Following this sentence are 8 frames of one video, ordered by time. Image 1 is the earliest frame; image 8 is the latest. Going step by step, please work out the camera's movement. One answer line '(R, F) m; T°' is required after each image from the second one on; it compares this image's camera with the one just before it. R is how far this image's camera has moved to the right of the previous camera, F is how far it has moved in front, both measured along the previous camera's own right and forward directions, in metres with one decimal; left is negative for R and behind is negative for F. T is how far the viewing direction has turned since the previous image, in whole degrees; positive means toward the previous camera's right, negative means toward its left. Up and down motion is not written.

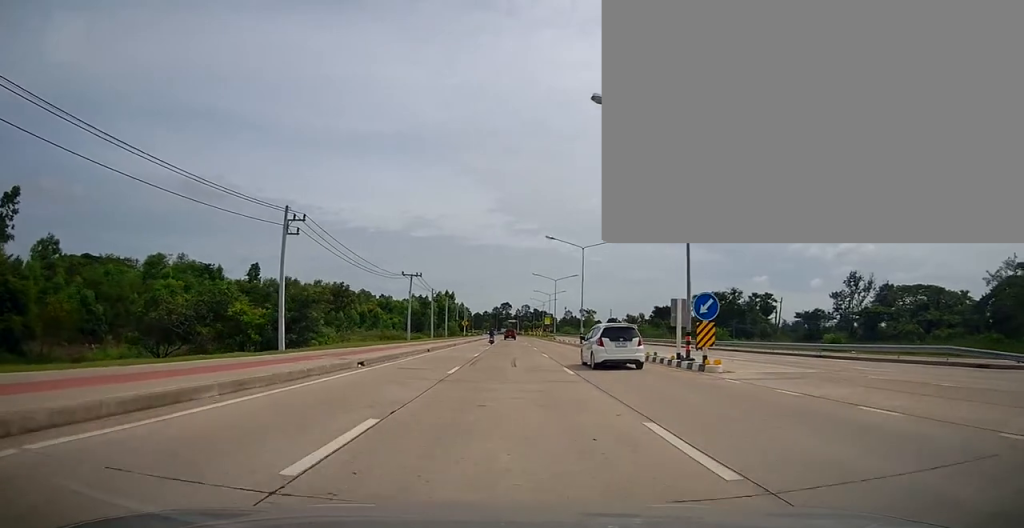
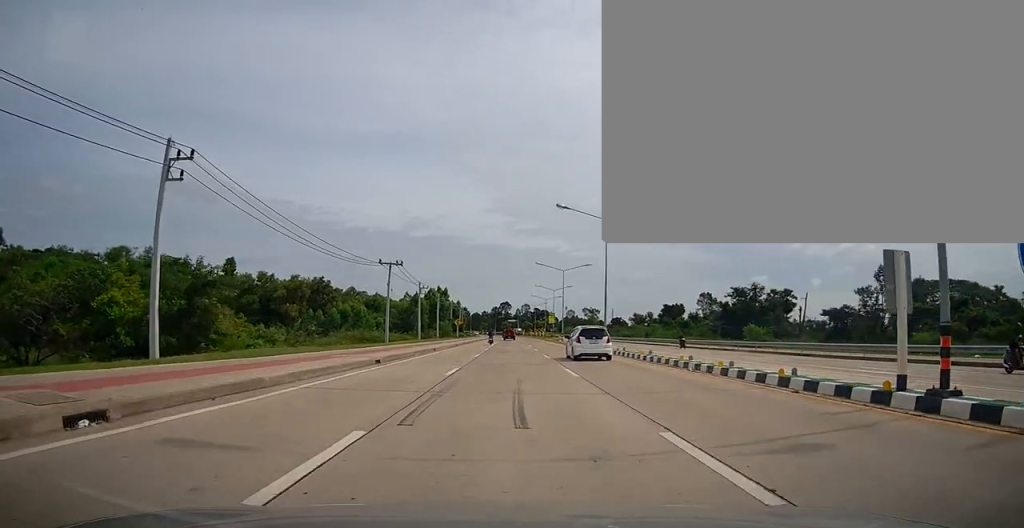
(-0.3, +12.9) m; -1°
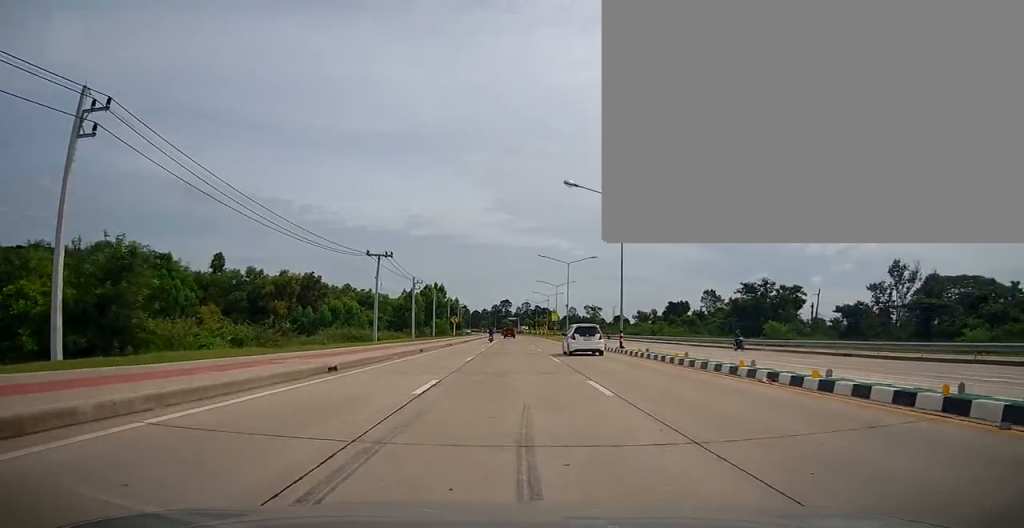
(0.0, +5.4) m; +1°
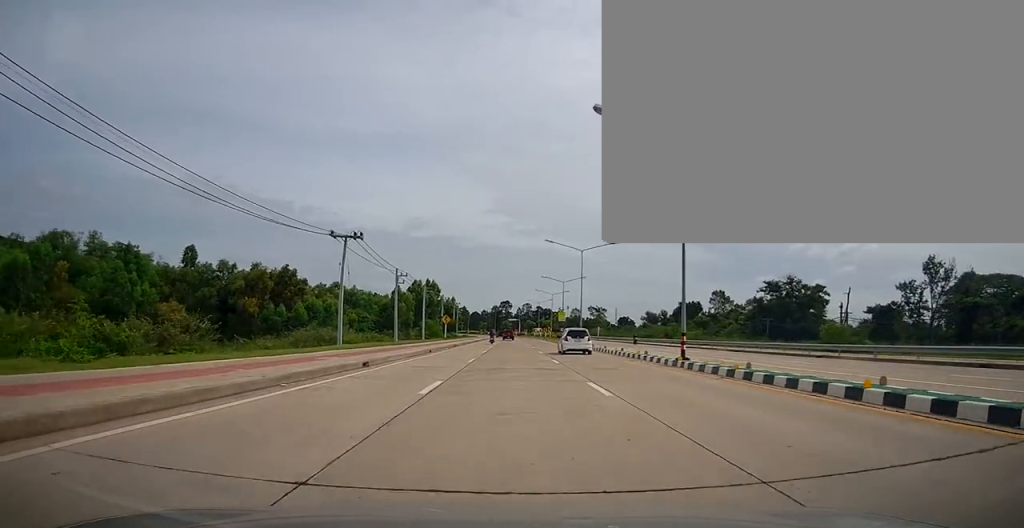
(0.0, +11.6) m; +4°
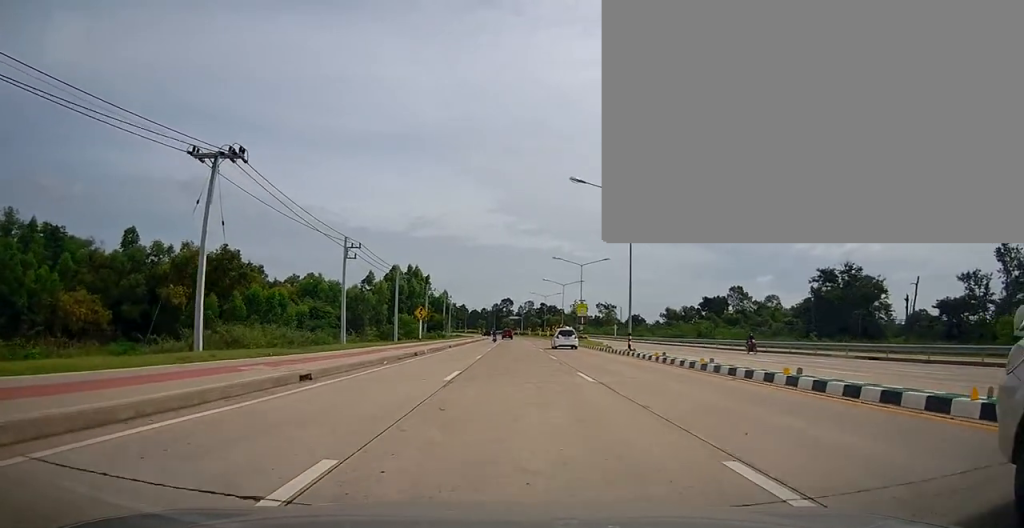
(+0.2, +20.6) m; -3°
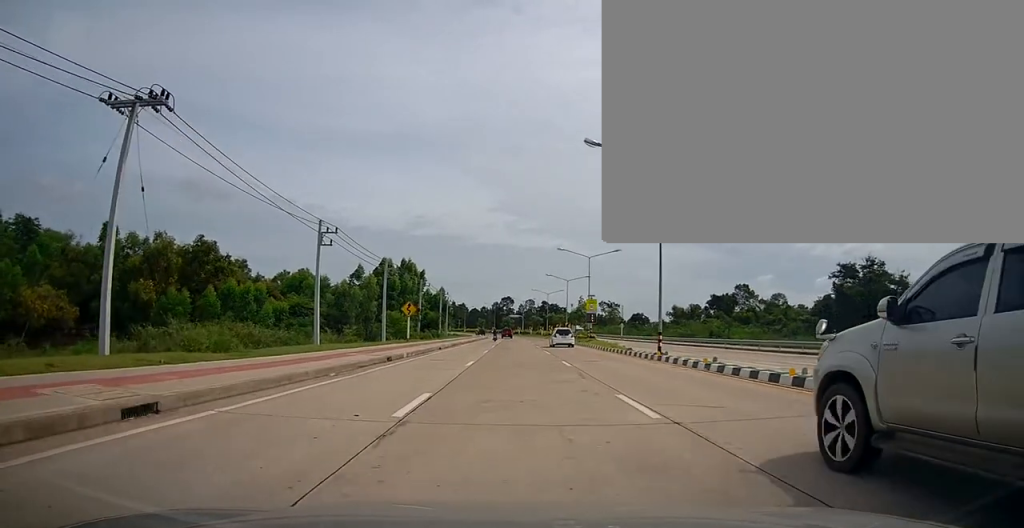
(-0.1, +6.2) m; -1°
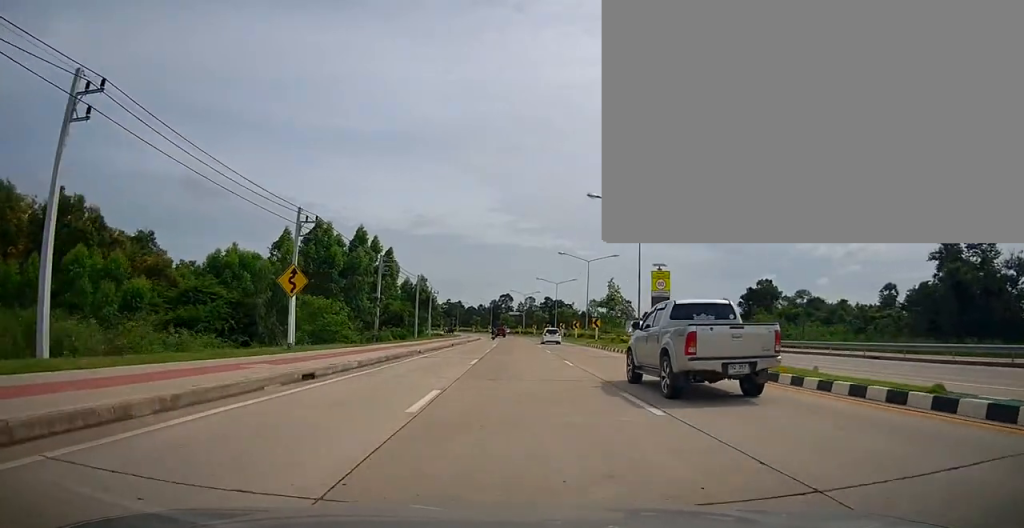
(0.0, +23.8) m; 0°
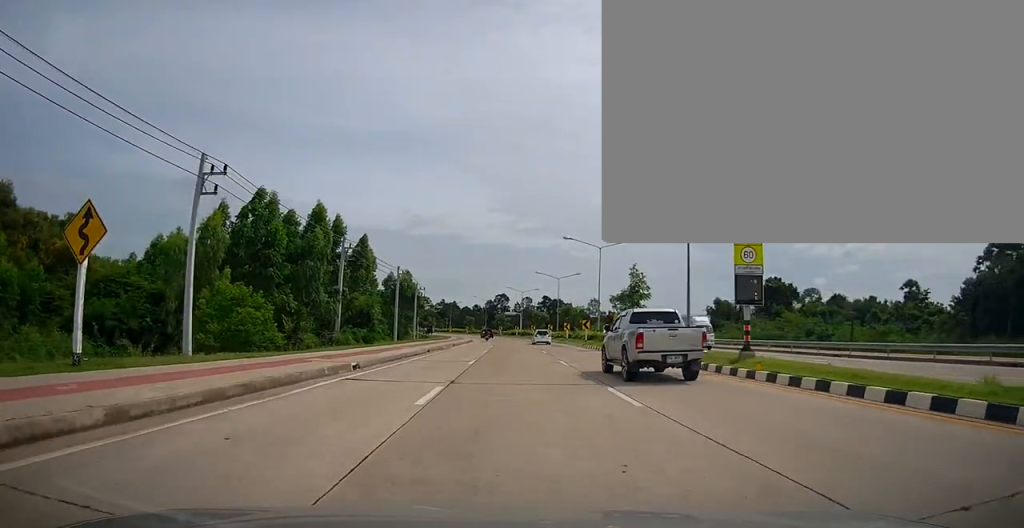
(0.0, +10.9) m; +3°
